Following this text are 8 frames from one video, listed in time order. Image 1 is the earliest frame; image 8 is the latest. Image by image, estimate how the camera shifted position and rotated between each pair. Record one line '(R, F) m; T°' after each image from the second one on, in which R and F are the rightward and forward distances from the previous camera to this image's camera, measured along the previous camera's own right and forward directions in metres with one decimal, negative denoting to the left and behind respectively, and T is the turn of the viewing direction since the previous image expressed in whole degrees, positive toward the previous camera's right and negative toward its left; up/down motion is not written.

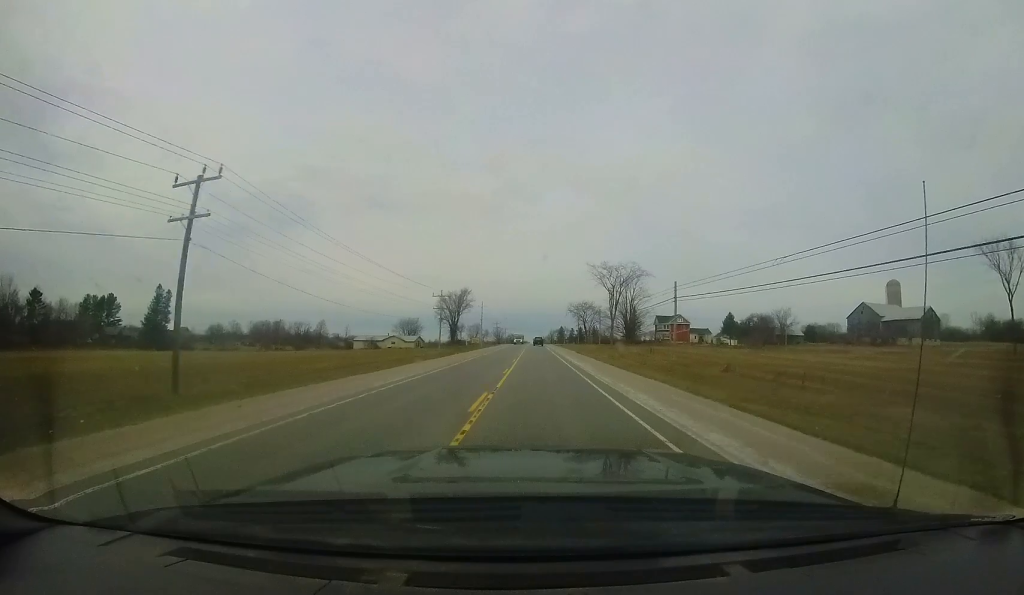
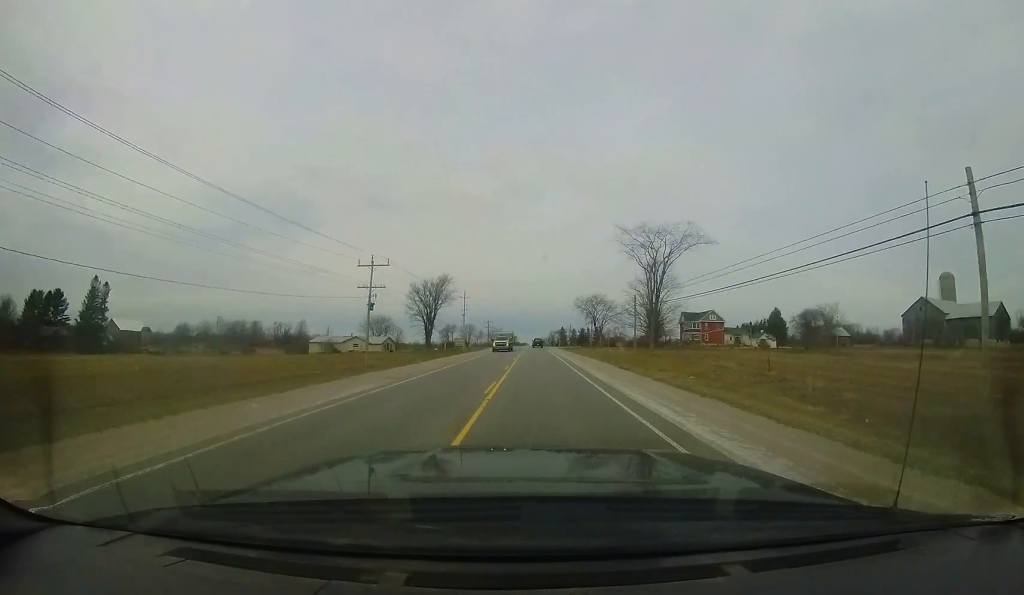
(-0.2, +25.0) m; -1°
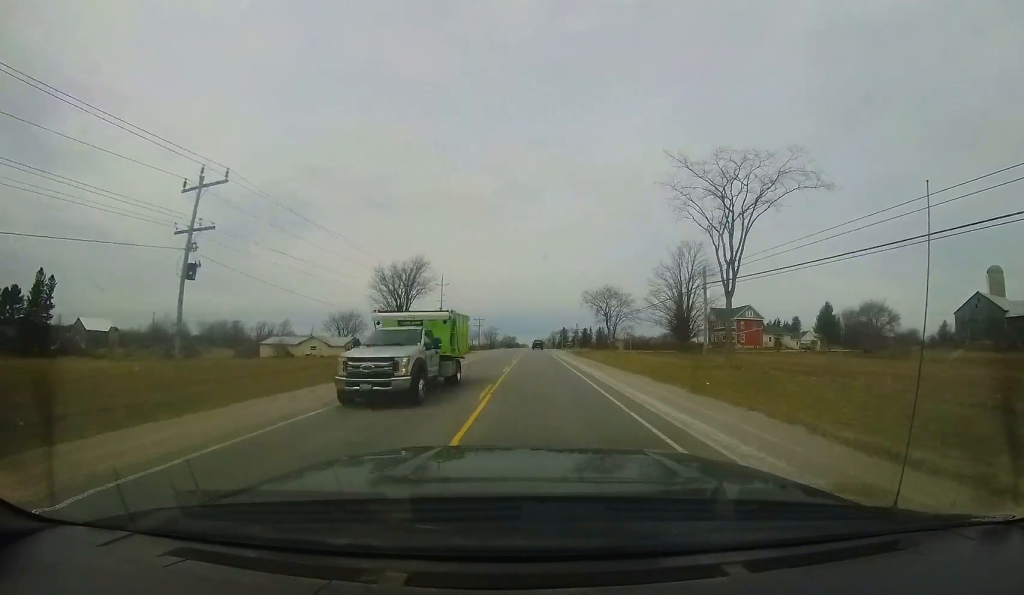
(-0.2, +18.9) m; 0°
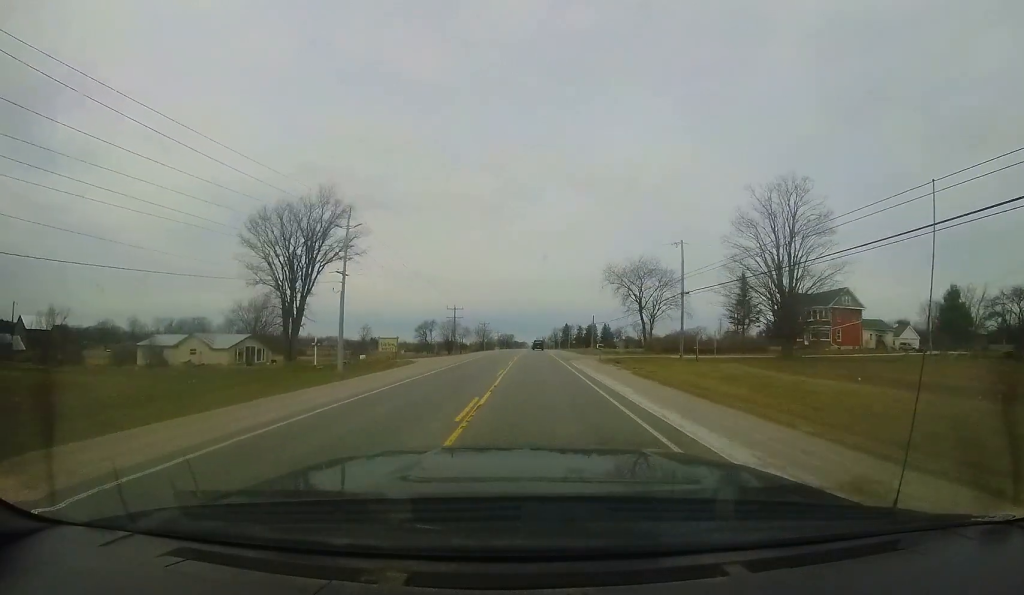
(+0.1, +29.9) m; +1°
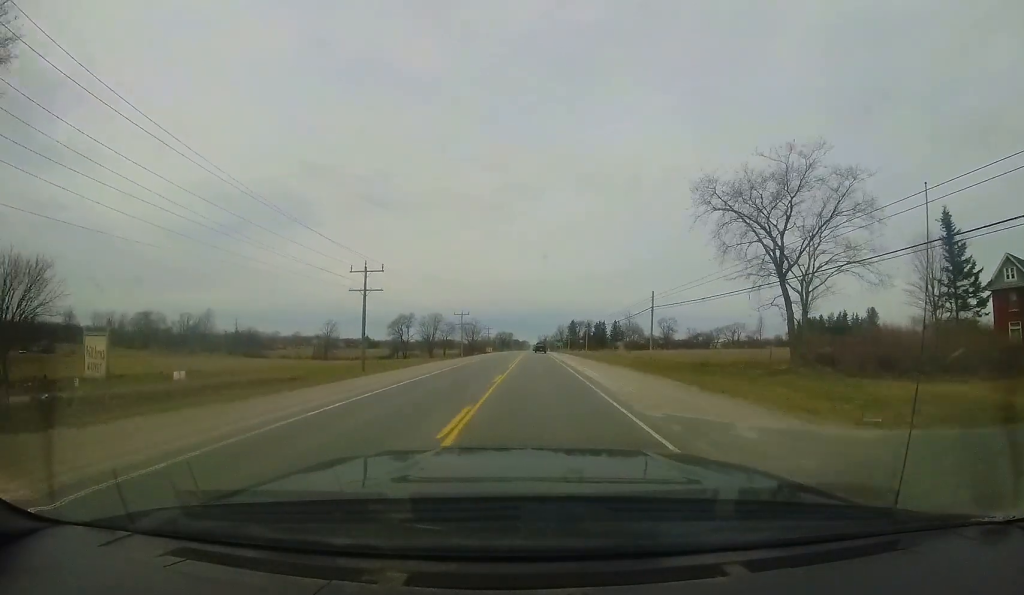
(+0.3, +37.1) m; 0°
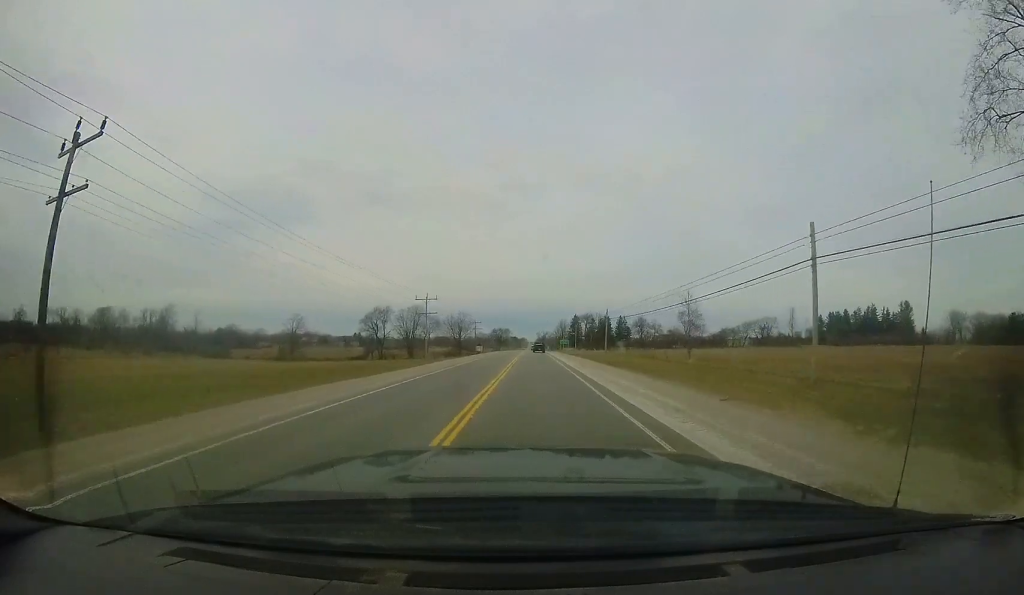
(-0.2, +23.7) m; 0°
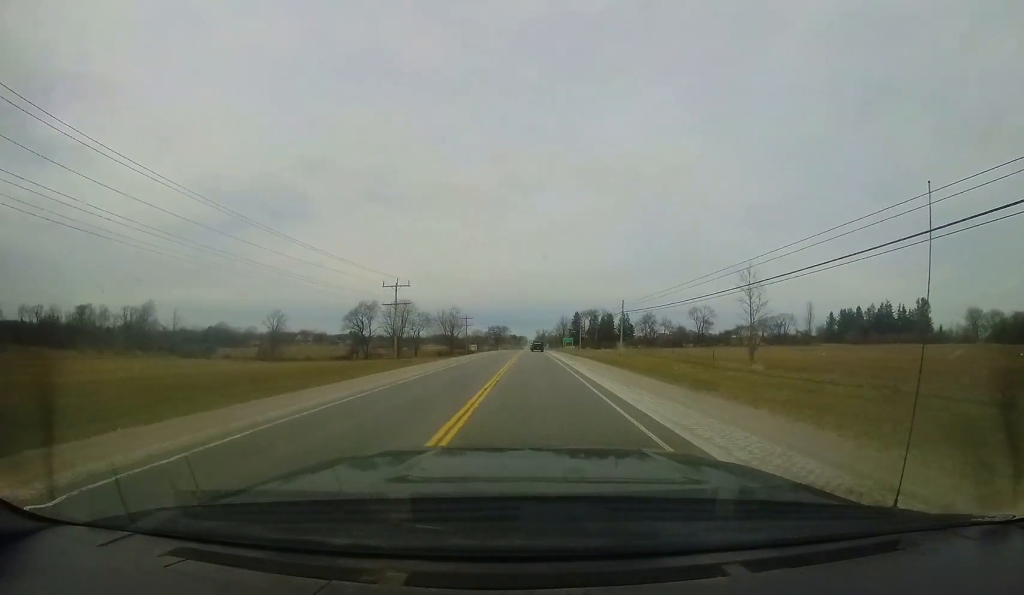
(0.0, +11.0) m; 0°
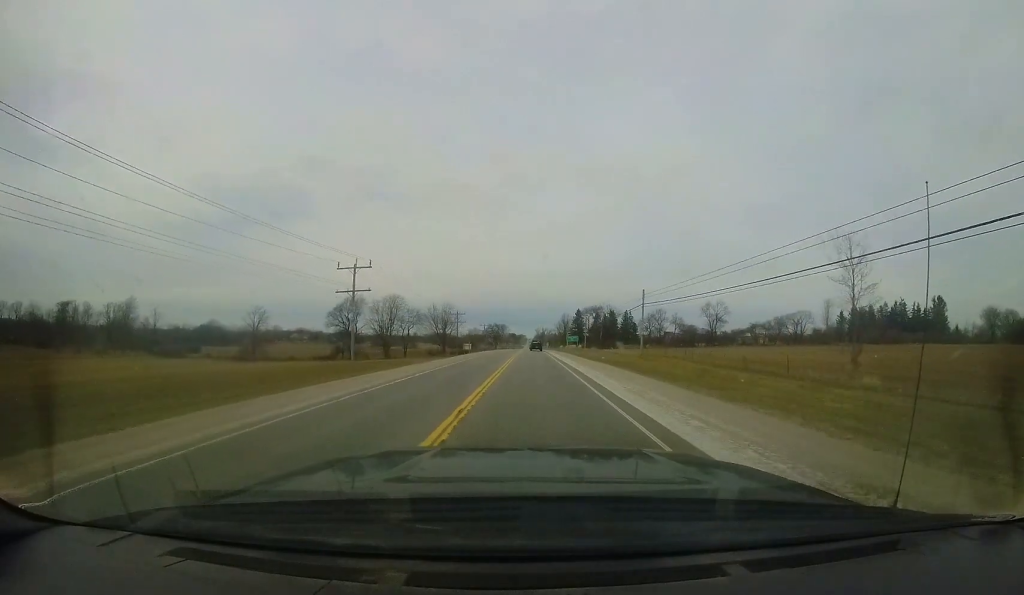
(0.0, +9.4) m; +1°
